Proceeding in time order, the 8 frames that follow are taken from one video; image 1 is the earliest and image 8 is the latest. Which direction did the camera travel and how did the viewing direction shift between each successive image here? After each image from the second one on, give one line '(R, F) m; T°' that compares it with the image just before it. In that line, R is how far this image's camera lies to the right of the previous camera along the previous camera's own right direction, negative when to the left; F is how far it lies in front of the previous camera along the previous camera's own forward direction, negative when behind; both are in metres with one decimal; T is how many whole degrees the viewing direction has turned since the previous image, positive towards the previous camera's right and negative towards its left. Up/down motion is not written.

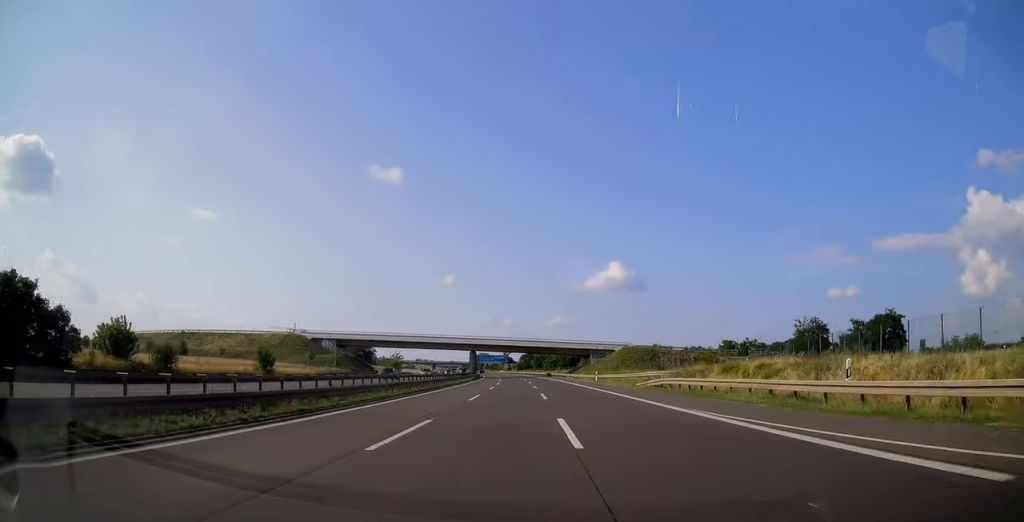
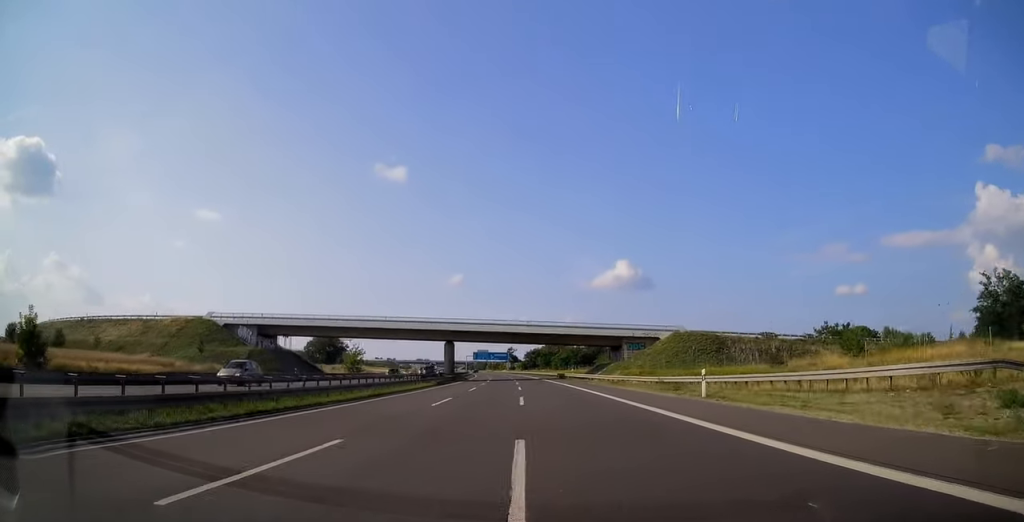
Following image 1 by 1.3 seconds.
(-0.3, +41.1) m; -1°
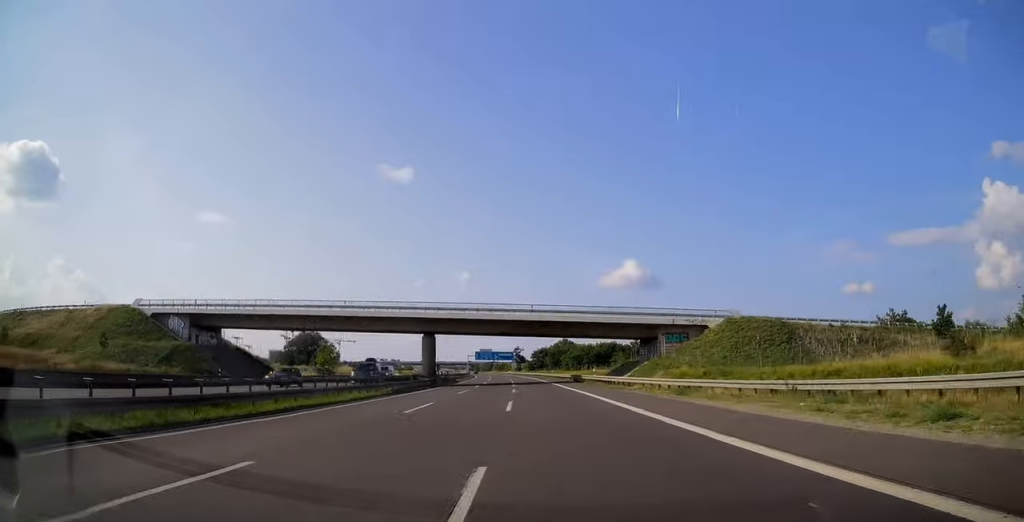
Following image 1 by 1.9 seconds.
(0.0, +21.3) m; -1°
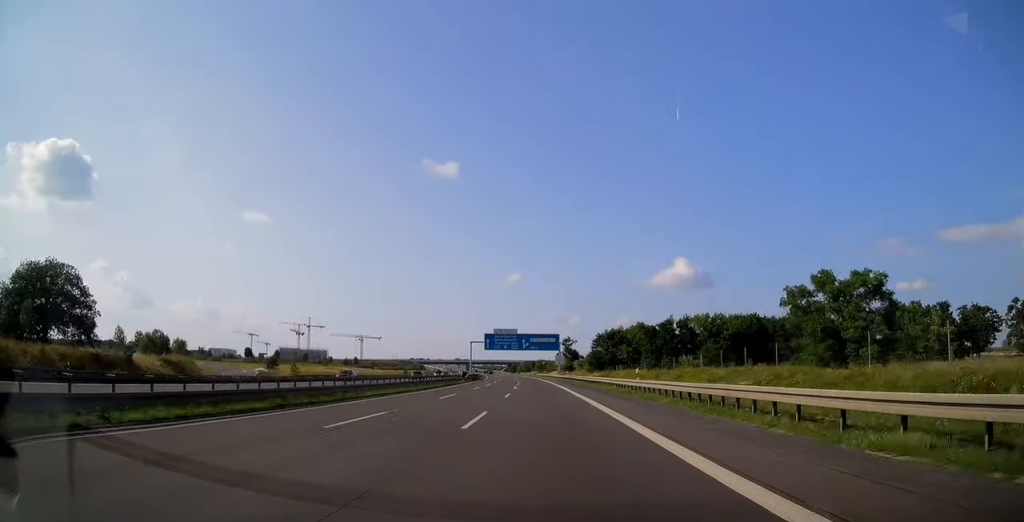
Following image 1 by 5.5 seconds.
(-4.2, +114.2) m; -4°
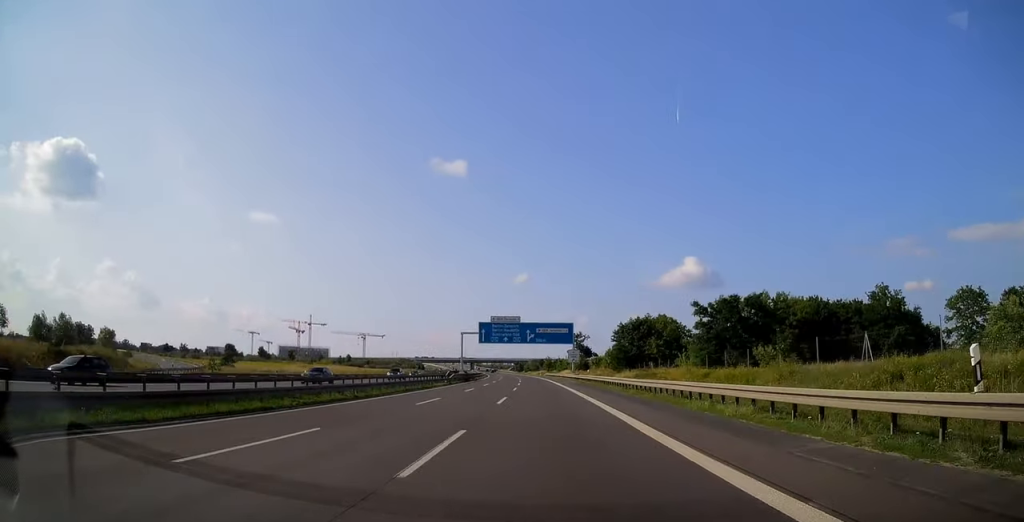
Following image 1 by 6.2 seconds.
(-0.3, +24.8) m; -1°
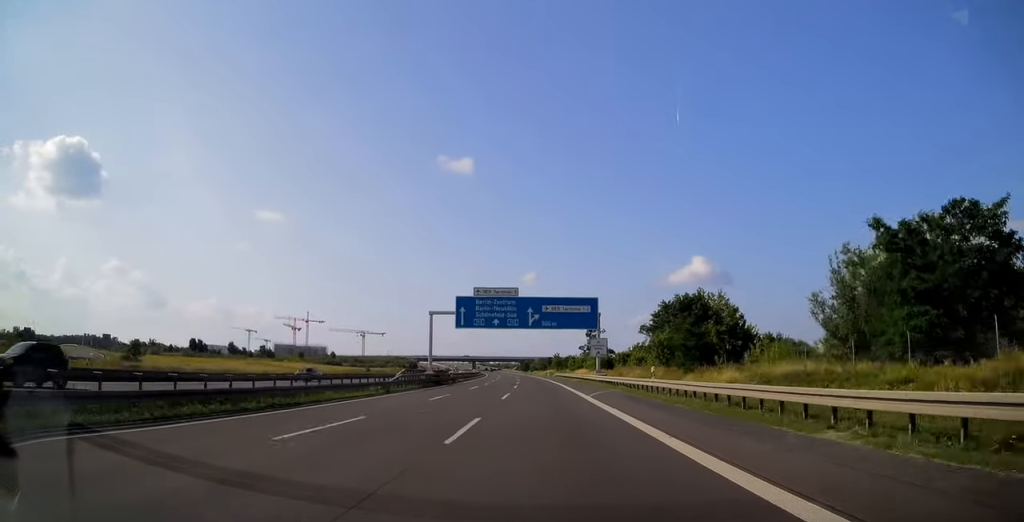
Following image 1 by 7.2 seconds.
(-0.2, +32.2) m; -1°
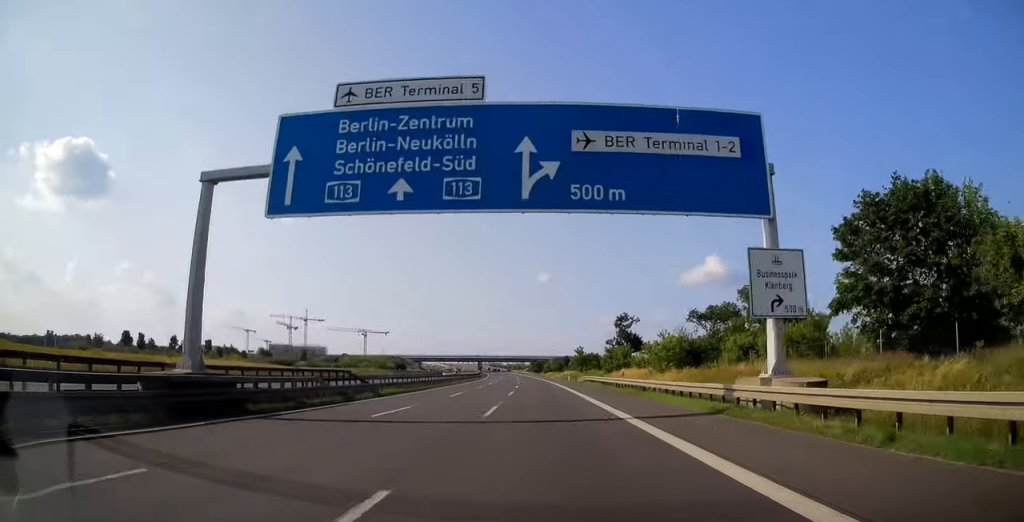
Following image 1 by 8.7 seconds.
(-0.5, +47.3) m; -1°
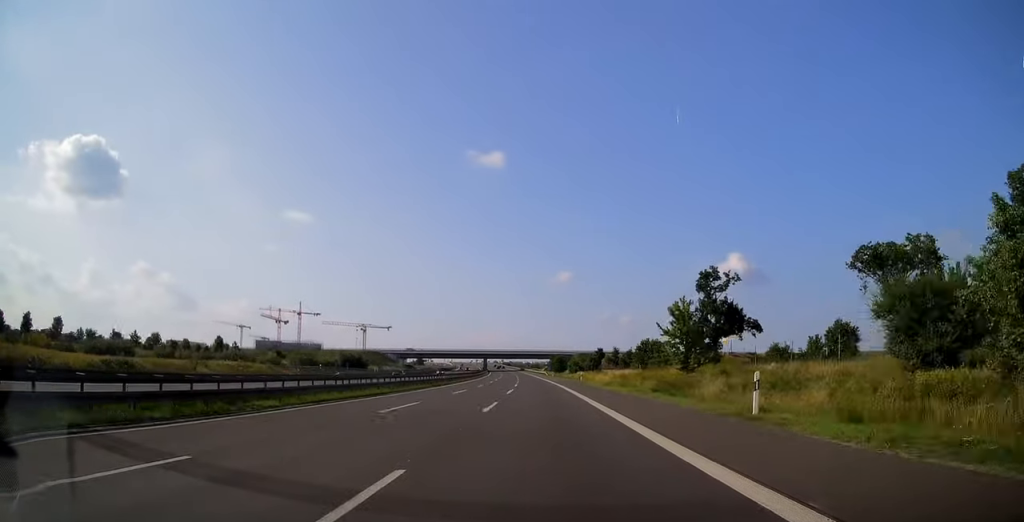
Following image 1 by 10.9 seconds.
(-1.2, +70.3) m; -2°
